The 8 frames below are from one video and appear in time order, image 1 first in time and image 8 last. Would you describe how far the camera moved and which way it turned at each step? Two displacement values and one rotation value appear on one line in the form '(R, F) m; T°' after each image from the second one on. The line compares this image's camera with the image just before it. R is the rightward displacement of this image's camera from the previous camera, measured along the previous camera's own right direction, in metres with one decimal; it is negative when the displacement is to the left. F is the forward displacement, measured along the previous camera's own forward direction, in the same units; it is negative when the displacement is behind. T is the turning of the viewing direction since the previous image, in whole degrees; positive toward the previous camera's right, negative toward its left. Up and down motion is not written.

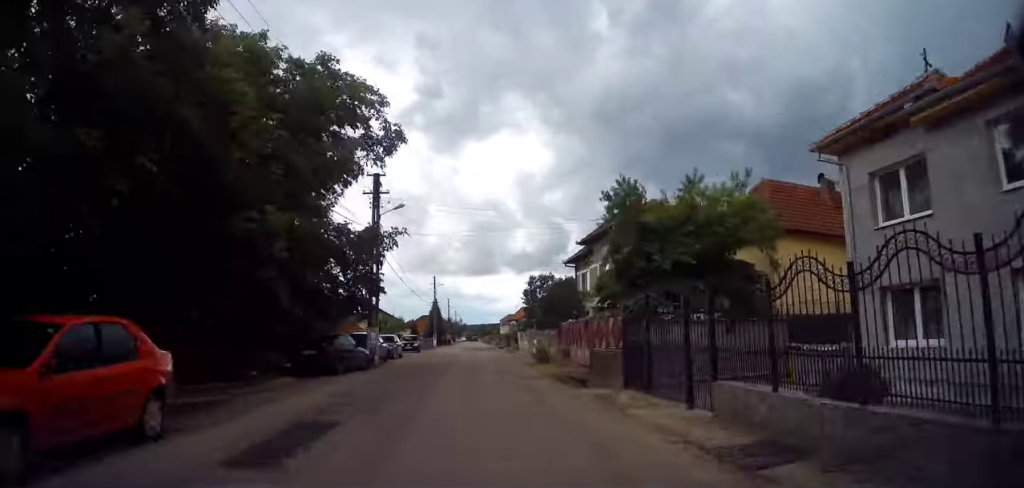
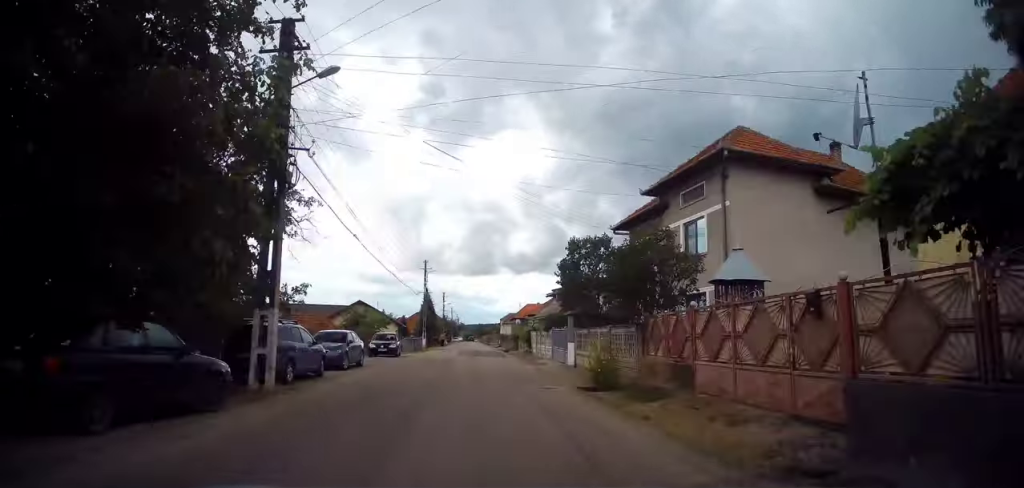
(0.0, +12.7) m; 0°
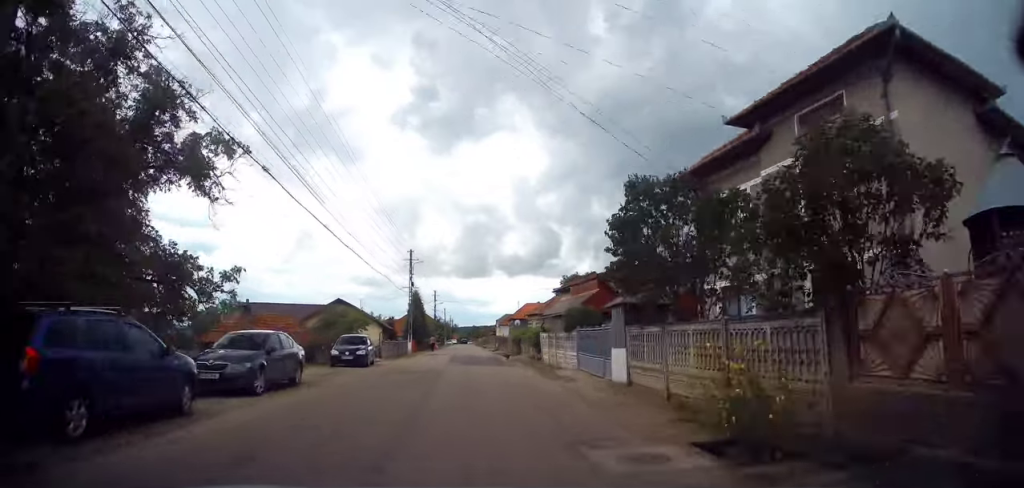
(0.0, +8.0) m; 0°
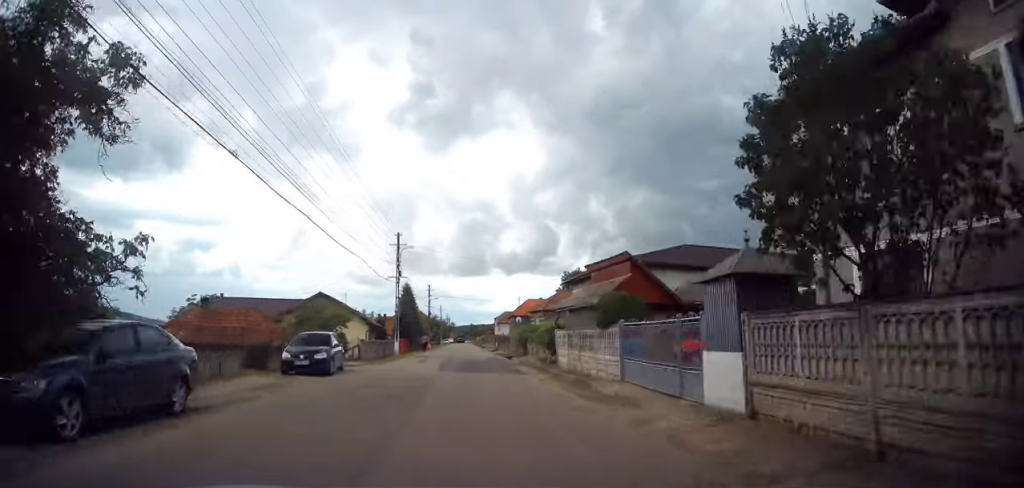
(0.0, +6.4) m; 0°
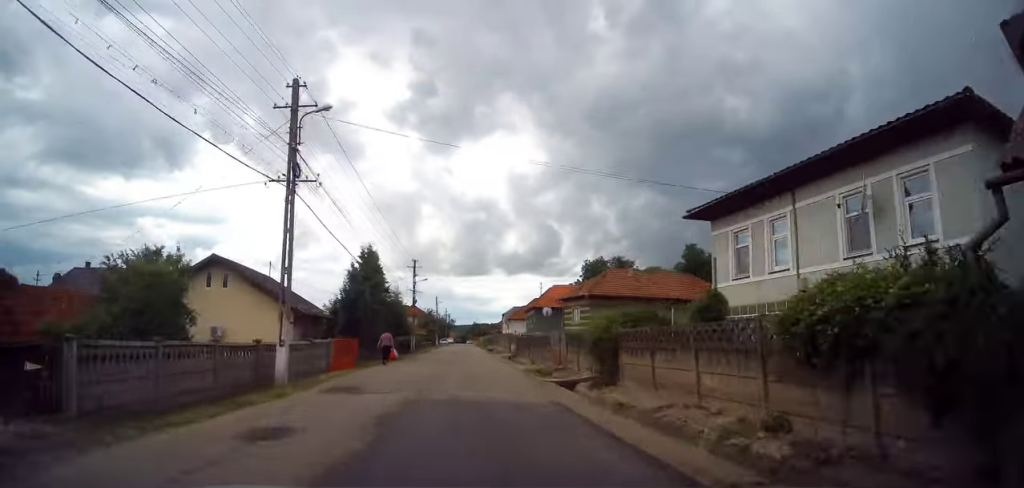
(+0.3, +23.0) m; 0°
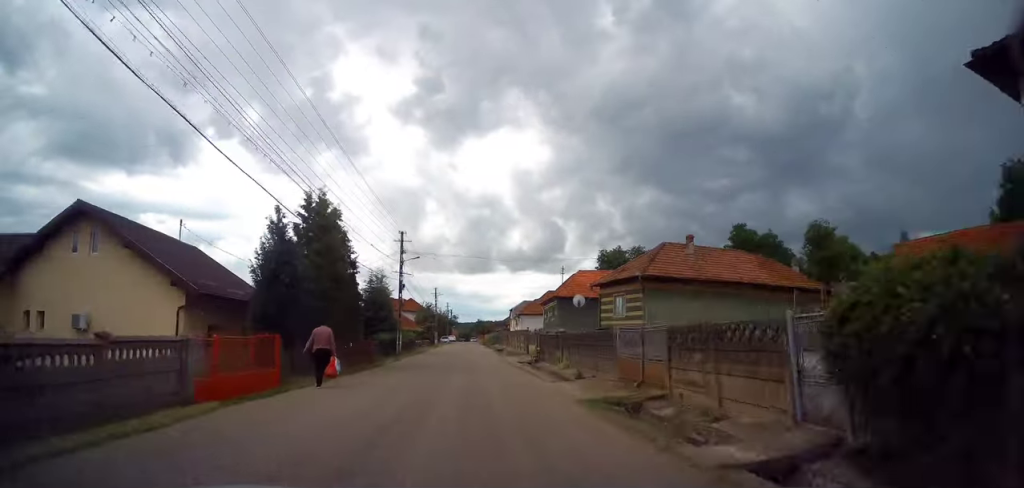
(-0.1, +12.0) m; -1°
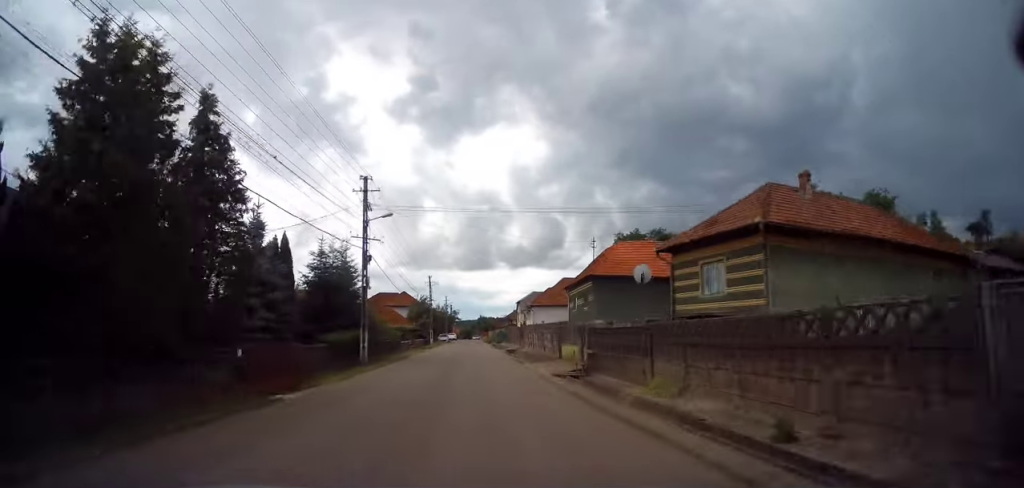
(-0.1, +12.6) m; +1°
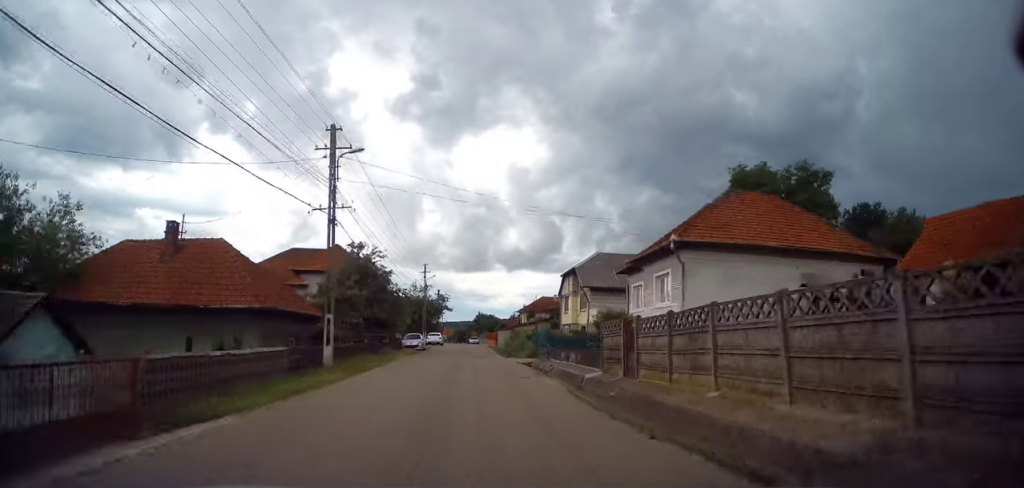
(-0.2, +45.8) m; 0°
